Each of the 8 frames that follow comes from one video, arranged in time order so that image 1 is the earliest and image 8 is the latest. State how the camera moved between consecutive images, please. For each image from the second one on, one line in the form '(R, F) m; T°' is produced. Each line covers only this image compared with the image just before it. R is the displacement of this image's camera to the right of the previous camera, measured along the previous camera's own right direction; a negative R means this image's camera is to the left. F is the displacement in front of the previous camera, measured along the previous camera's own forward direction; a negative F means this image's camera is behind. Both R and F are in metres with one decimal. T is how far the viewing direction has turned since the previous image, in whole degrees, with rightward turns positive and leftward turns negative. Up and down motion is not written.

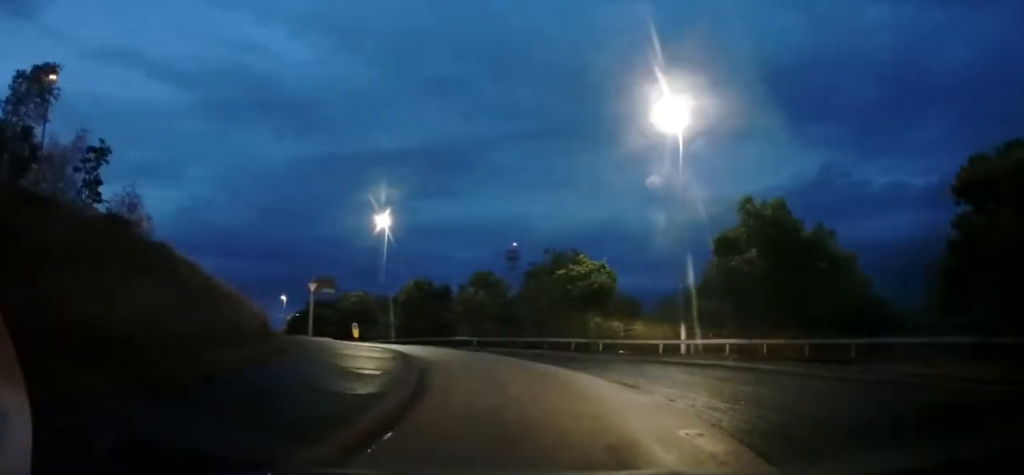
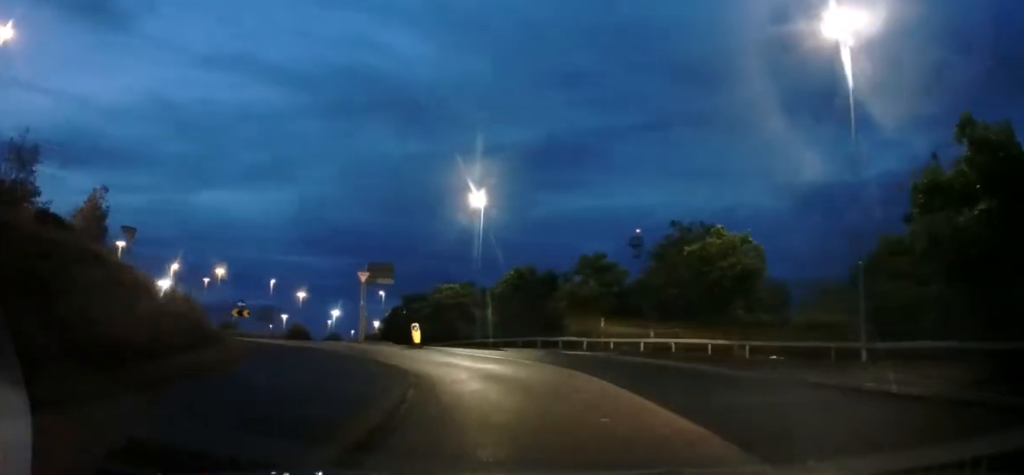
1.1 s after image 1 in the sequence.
(-1.1, +7.8) m; -12°
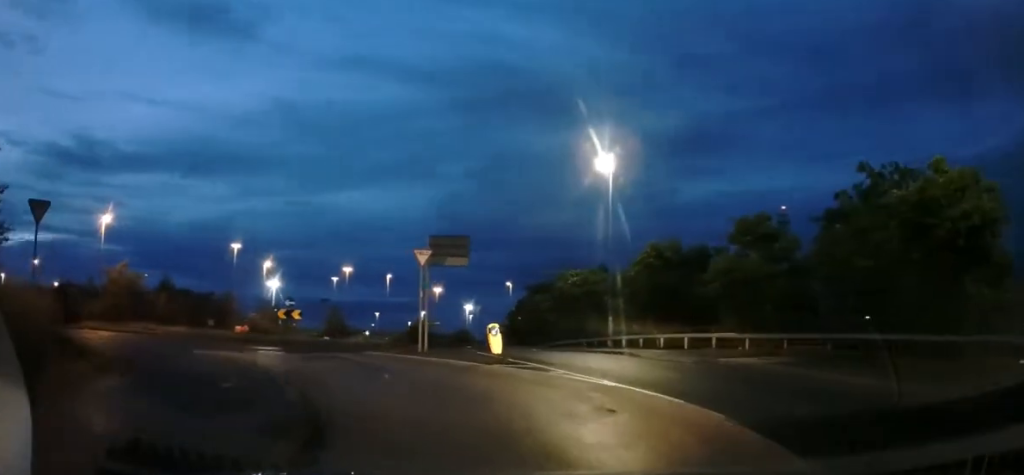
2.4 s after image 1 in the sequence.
(-0.7, +9.4) m; -12°
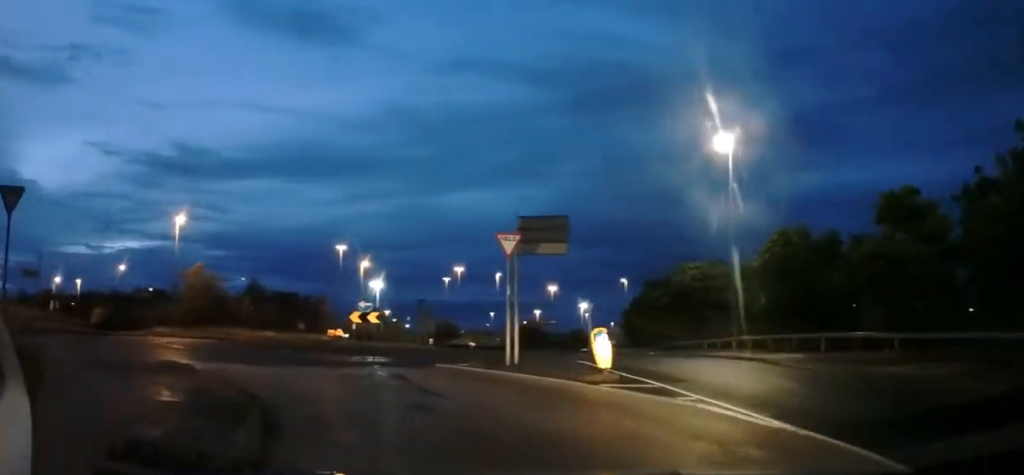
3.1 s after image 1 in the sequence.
(-0.4, +4.2) m; -12°
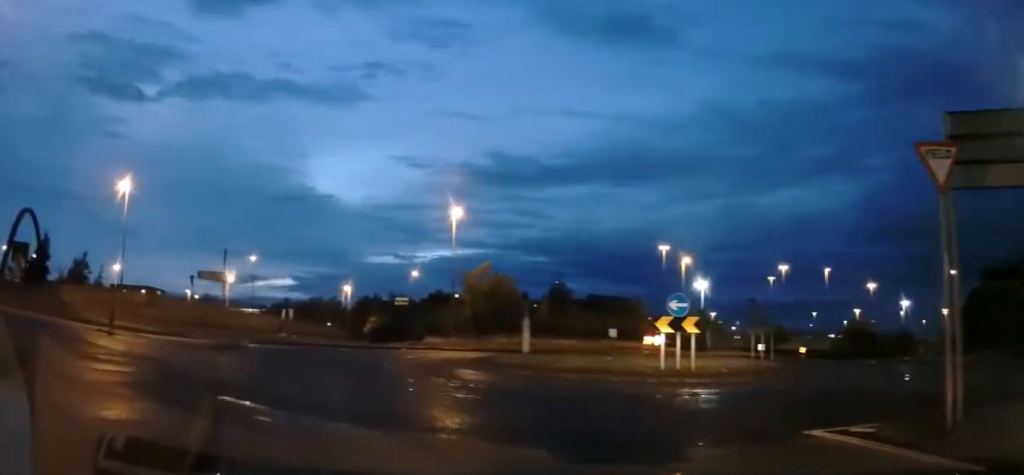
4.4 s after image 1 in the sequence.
(-2.1, +8.1) m; -31°
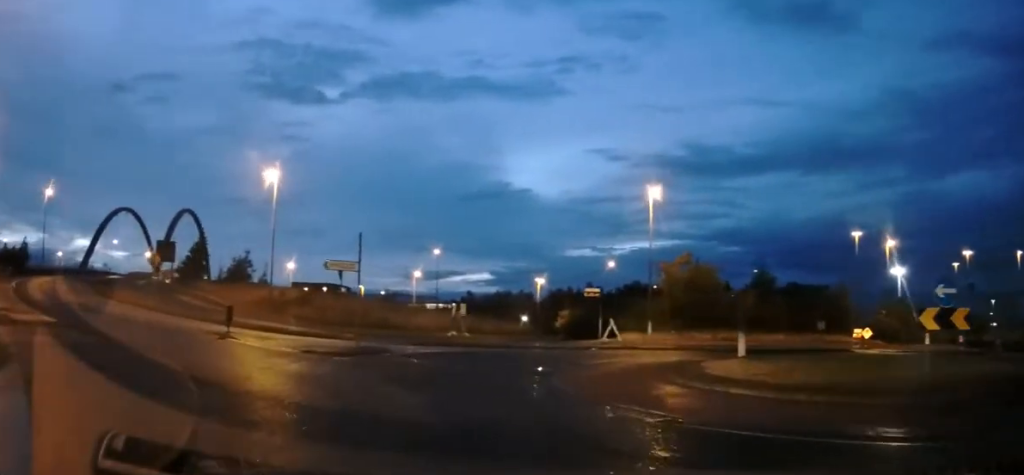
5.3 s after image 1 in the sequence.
(-0.9, +4.8) m; -18°
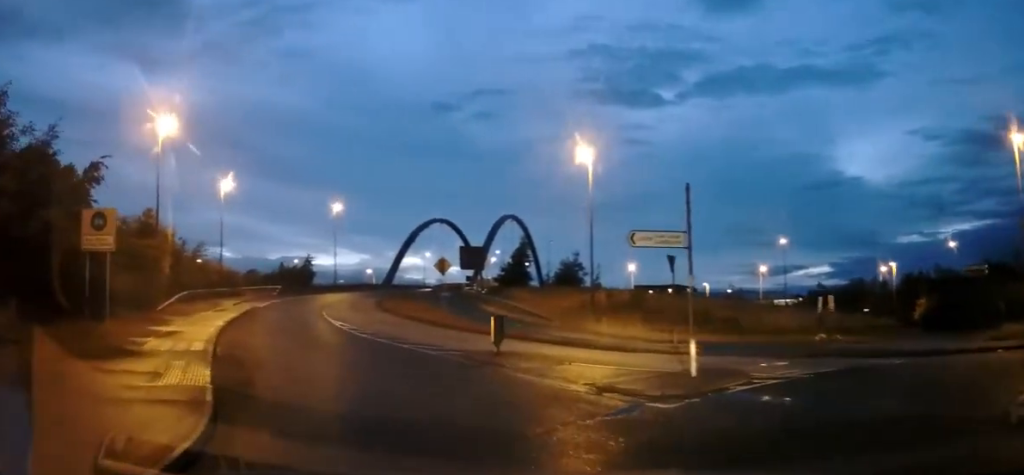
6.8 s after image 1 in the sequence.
(-2.2, +7.4) m; -31°
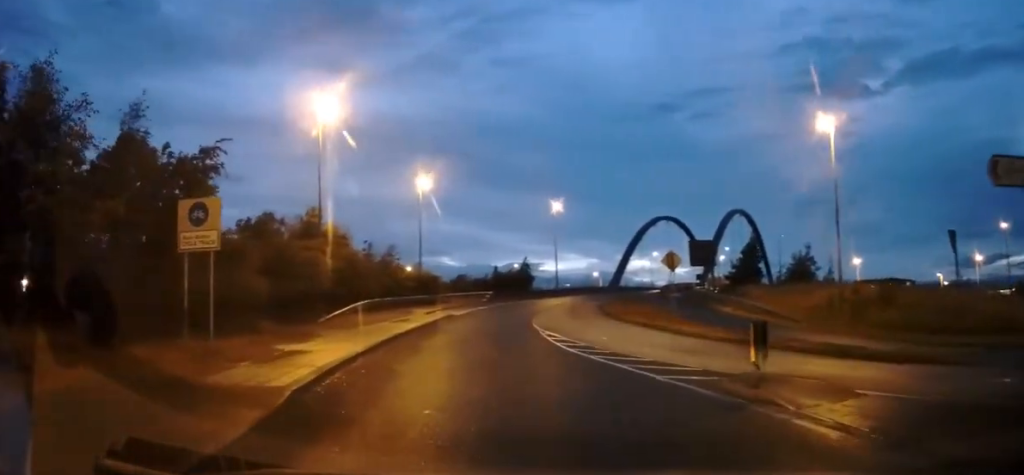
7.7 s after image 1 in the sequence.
(-0.9, +5.1) m; -16°
